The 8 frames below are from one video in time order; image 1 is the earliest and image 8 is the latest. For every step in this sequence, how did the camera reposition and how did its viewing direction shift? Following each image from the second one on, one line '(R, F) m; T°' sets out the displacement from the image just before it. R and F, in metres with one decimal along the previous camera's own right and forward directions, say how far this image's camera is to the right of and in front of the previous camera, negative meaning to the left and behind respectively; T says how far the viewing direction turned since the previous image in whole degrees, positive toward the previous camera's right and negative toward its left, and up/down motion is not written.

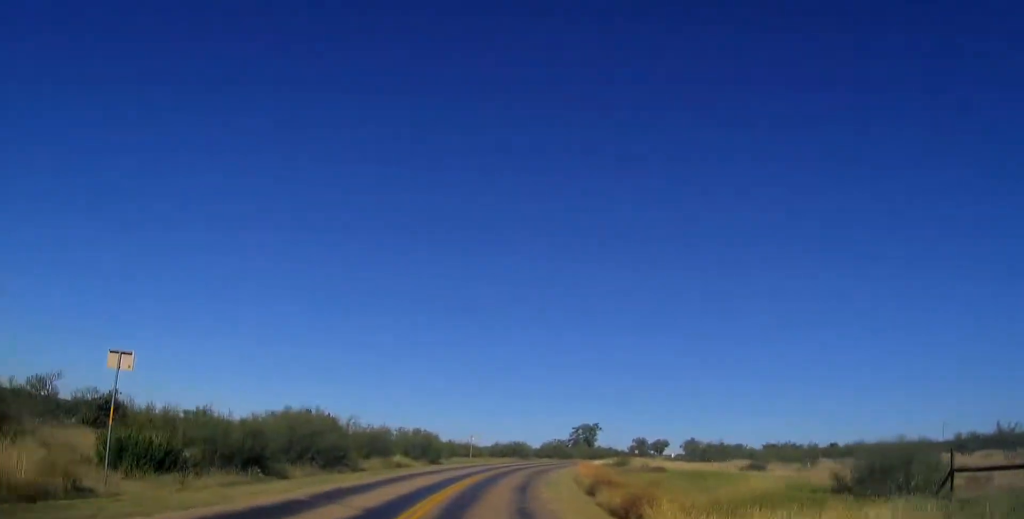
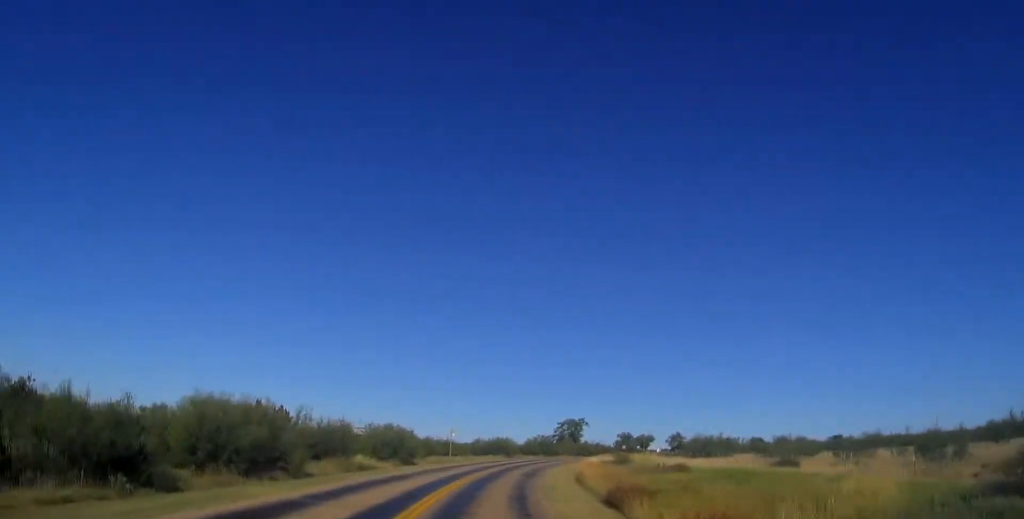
(+0.2, +7.3) m; +1°
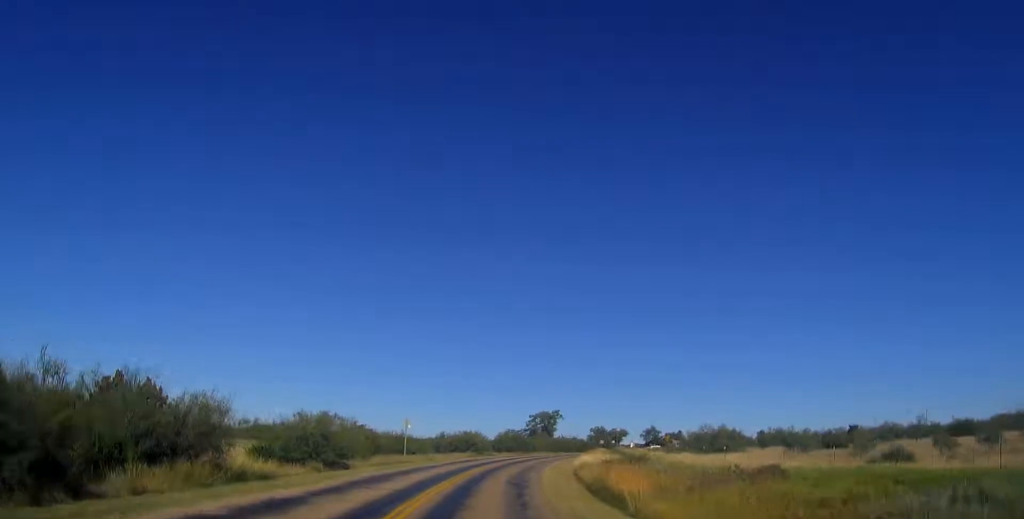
(+0.1, +13.4) m; +2°
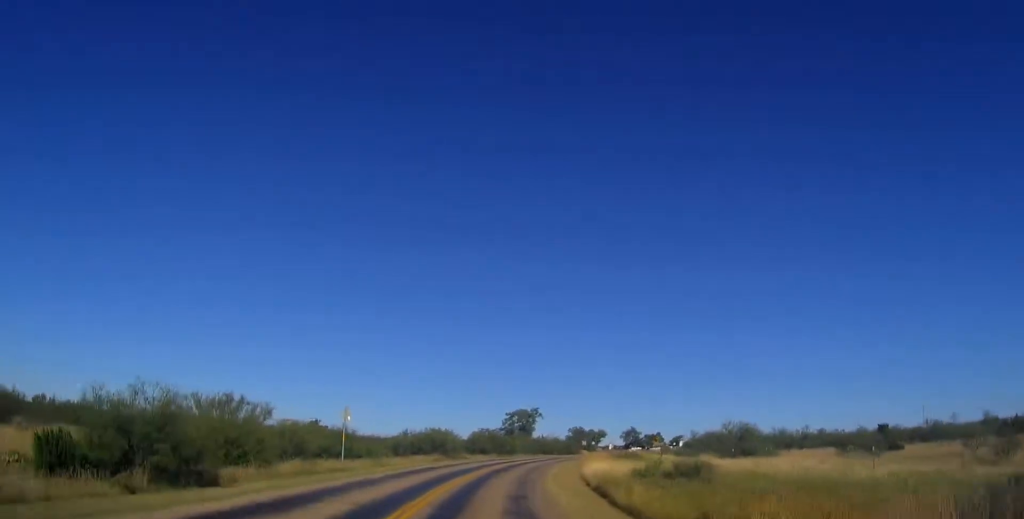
(+0.4, +12.8) m; +2°
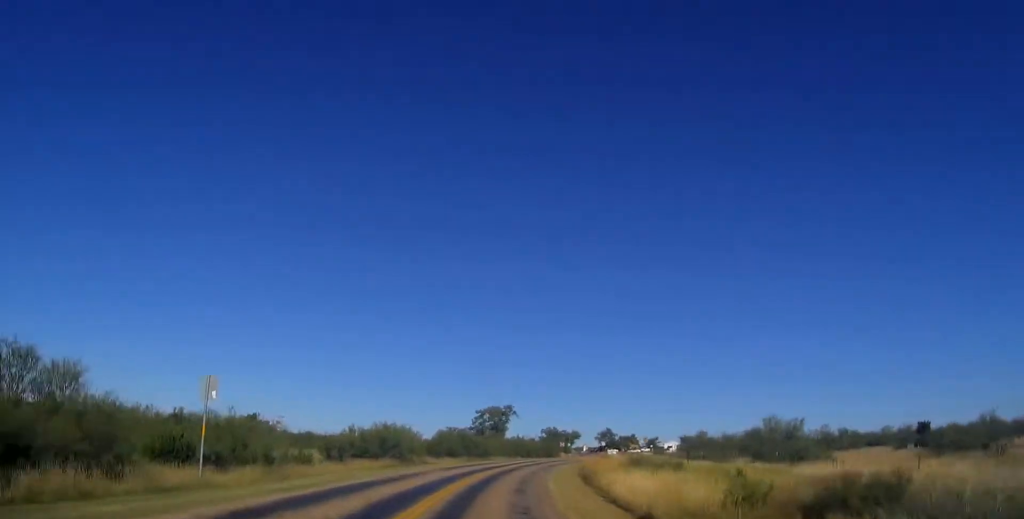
(+0.2, +13.9) m; +3°
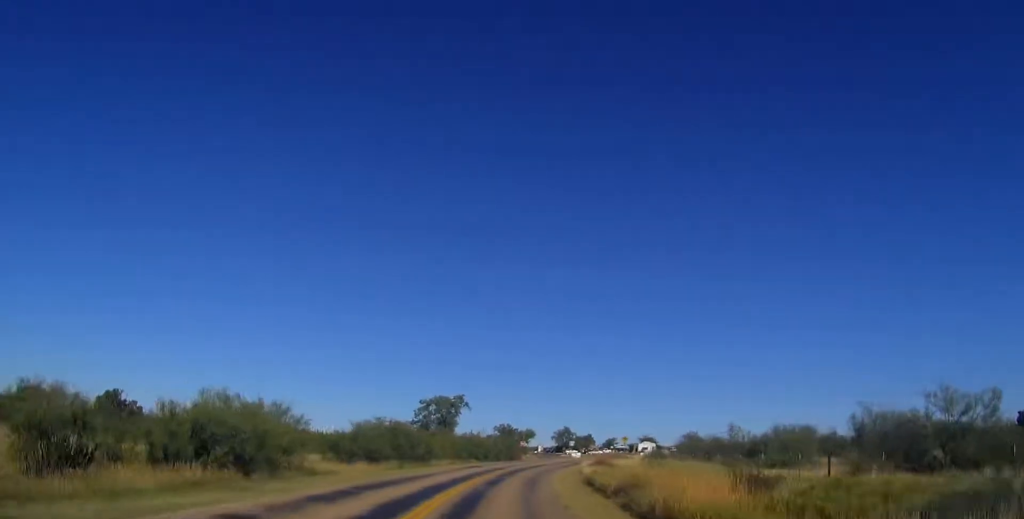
(+1.1, +21.5) m; +7°
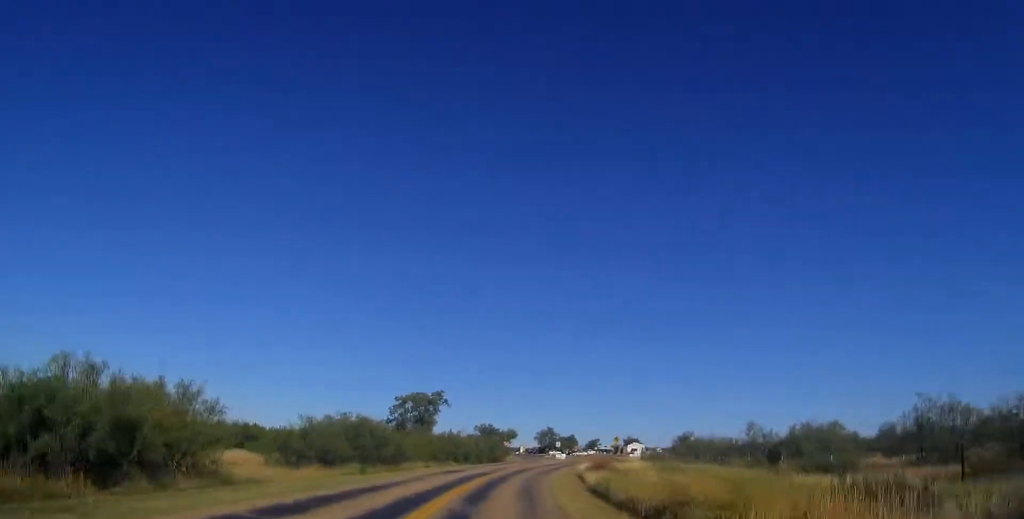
(+0.2, +6.6) m; +2°
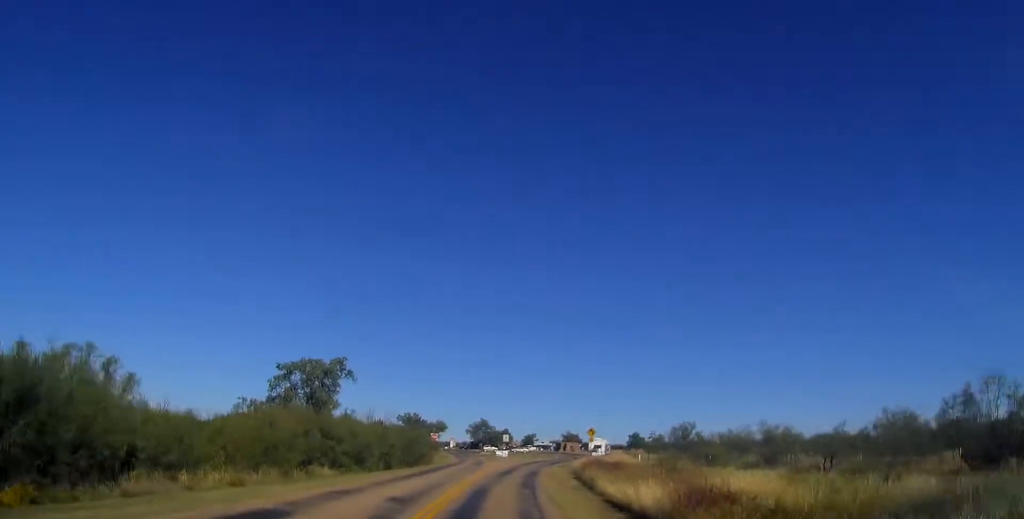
(+1.8, +27.6) m; +5°
